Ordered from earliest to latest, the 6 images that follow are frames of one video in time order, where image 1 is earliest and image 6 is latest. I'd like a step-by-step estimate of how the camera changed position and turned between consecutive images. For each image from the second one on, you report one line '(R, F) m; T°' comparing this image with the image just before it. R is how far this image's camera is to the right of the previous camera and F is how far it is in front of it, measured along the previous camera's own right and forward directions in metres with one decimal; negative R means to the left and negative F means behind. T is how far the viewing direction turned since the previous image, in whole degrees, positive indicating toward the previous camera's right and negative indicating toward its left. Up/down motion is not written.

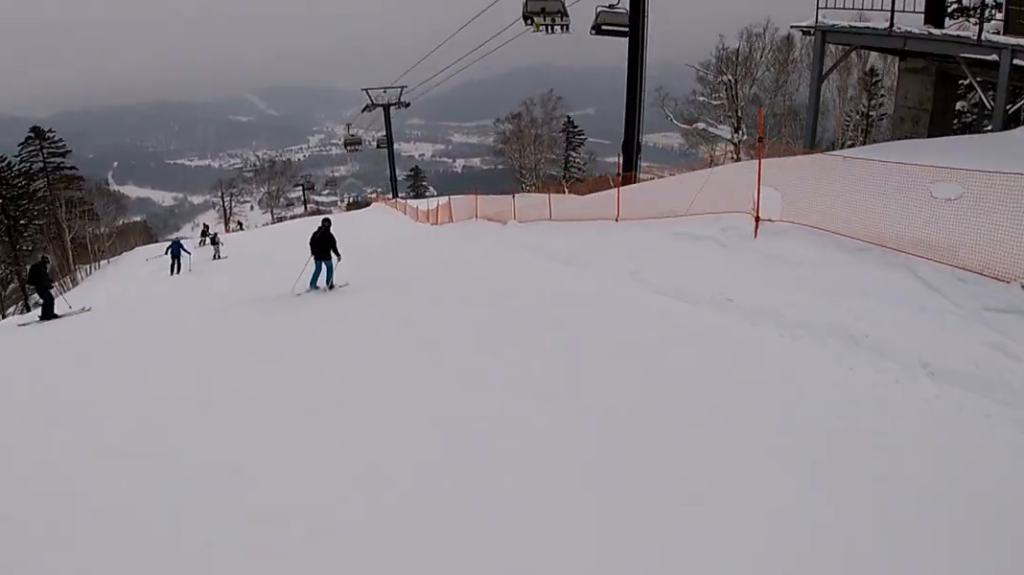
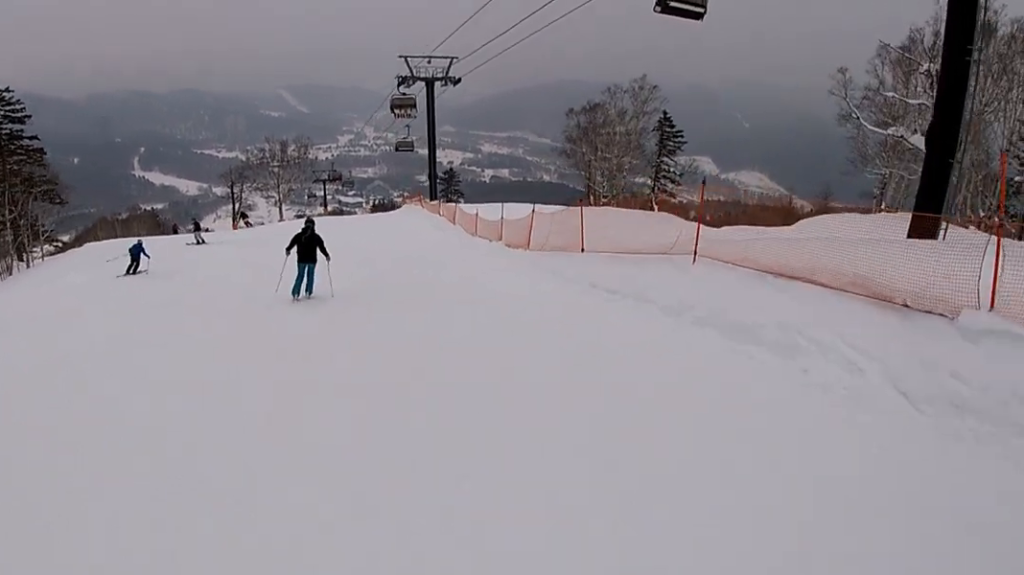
(-5.6, +15.0) m; -14°
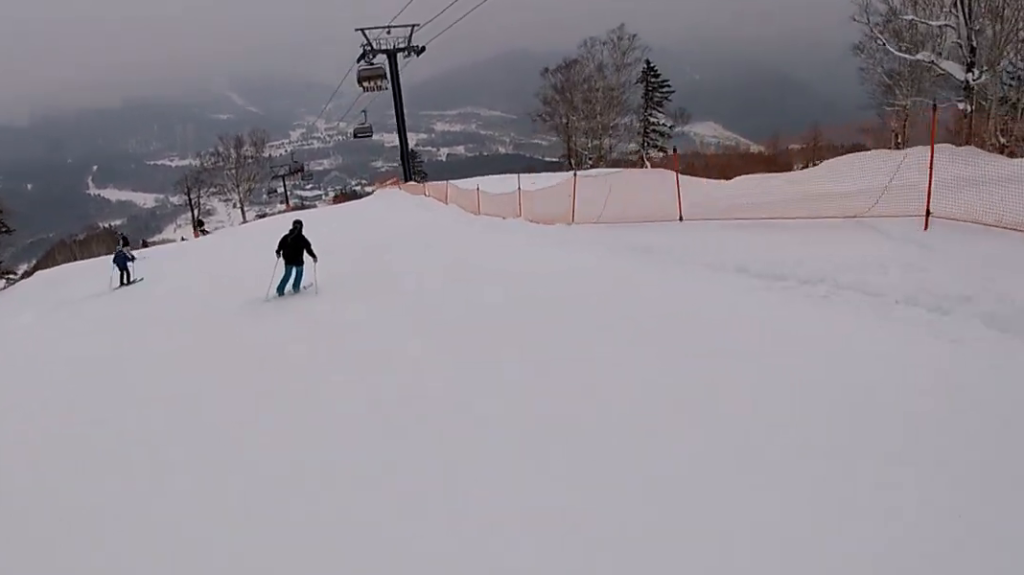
(+1.3, +4.1) m; +6°
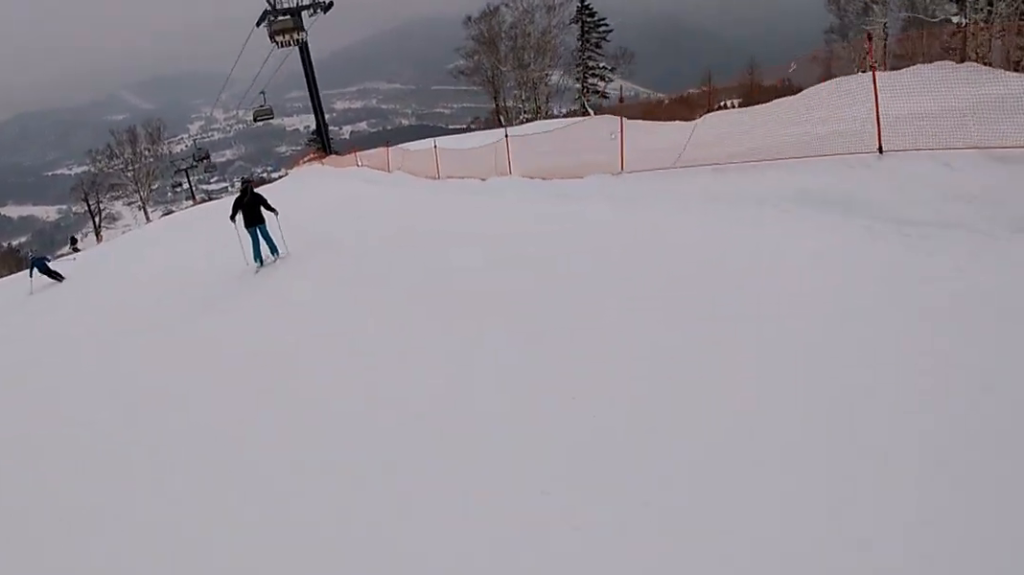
(+0.4, +5.0) m; +2°
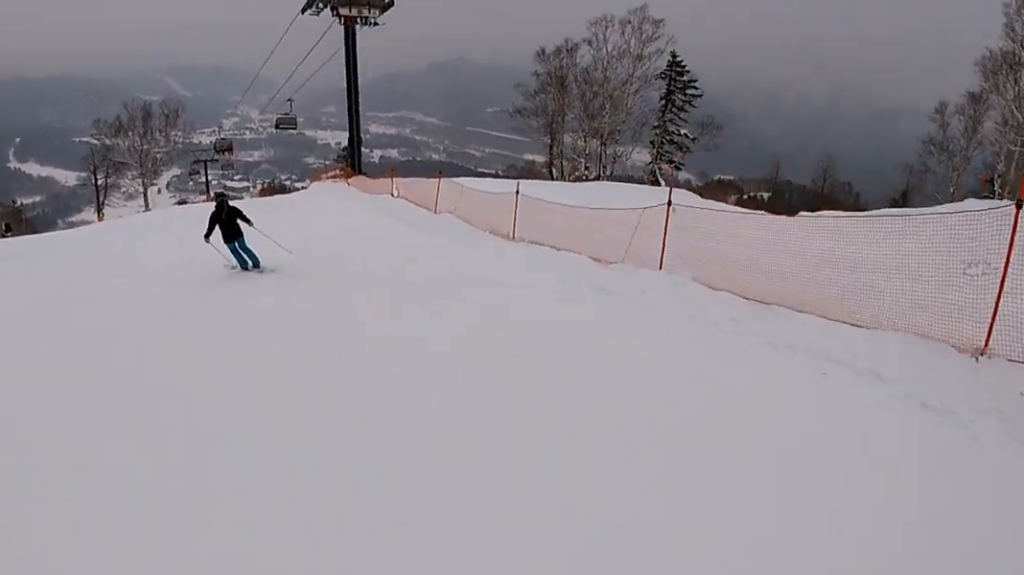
(-0.6, +6.0) m; -6°
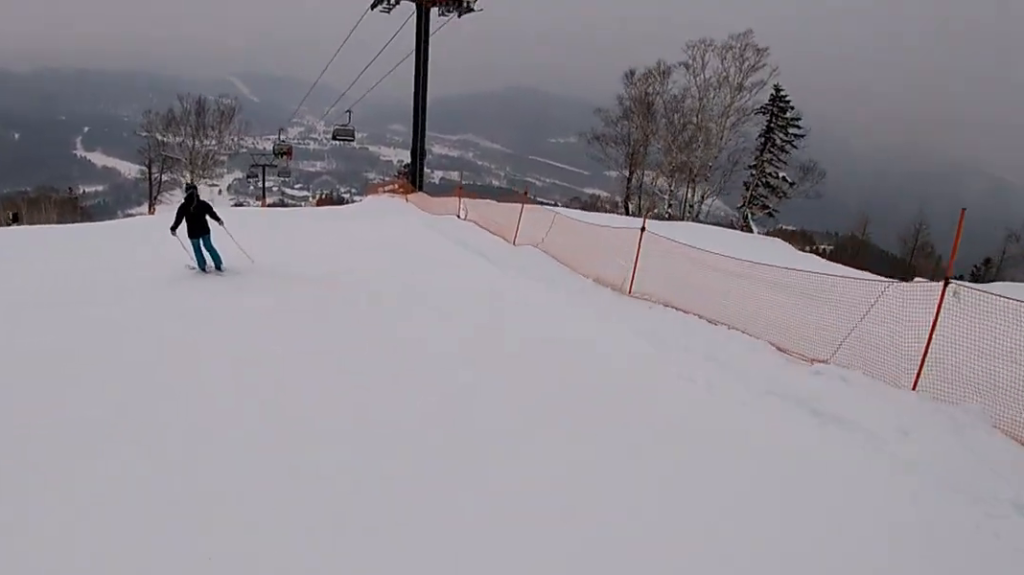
(0.0, +3.5) m; +4°
